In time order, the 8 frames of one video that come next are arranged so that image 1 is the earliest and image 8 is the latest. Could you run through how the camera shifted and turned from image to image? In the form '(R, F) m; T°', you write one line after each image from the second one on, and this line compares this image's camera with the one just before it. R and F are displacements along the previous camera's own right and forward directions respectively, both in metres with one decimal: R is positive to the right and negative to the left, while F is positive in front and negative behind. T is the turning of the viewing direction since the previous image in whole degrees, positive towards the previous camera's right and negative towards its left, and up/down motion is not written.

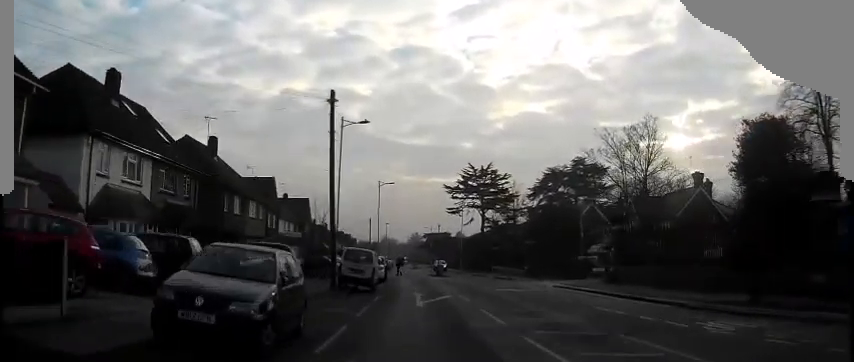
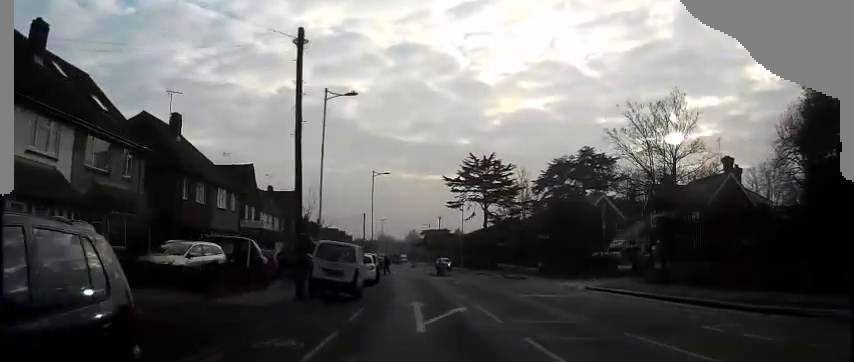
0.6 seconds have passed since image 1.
(+0.1, +6.9) m; 0°
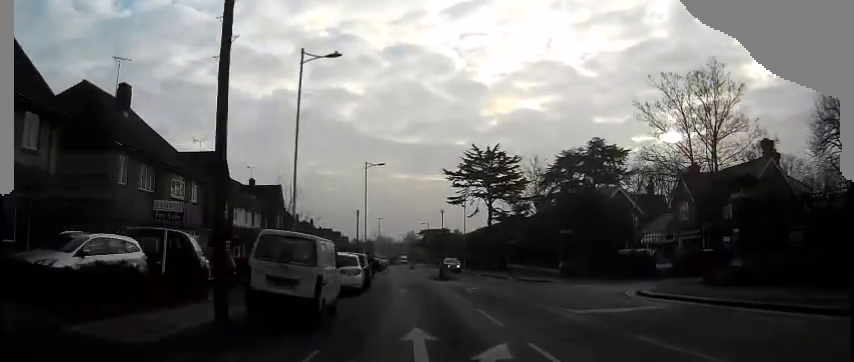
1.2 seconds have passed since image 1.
(+0.1, +7.4) m; 0°
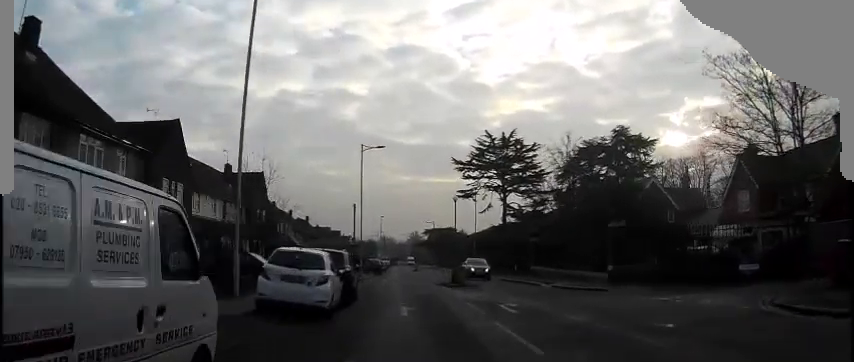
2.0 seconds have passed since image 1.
(0.0, +10.0) m; 0°
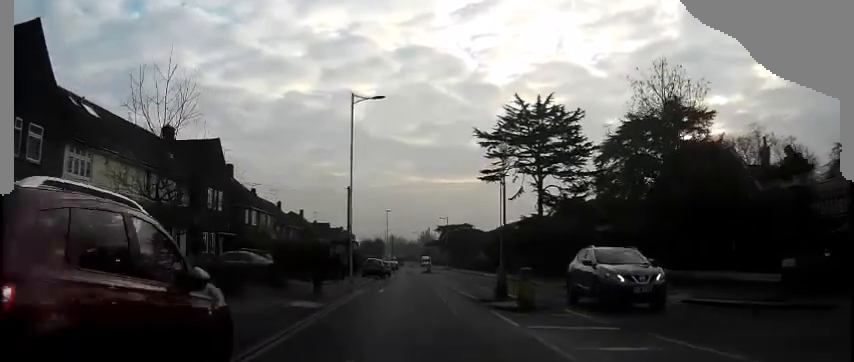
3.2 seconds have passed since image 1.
(-0.1, +15.7) m; 0°
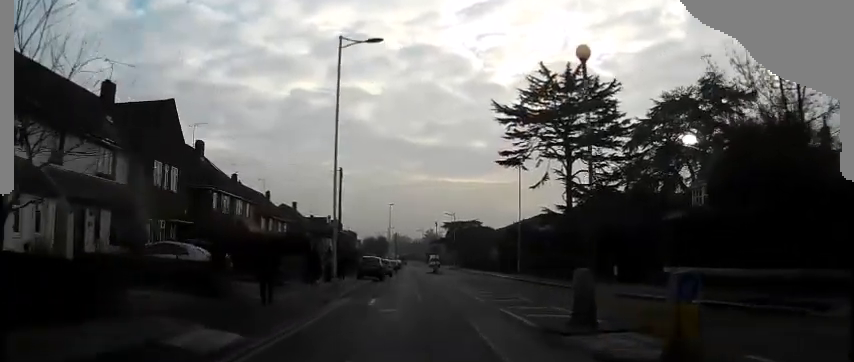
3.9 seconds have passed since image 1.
(0.0, +9.0) m; 0°
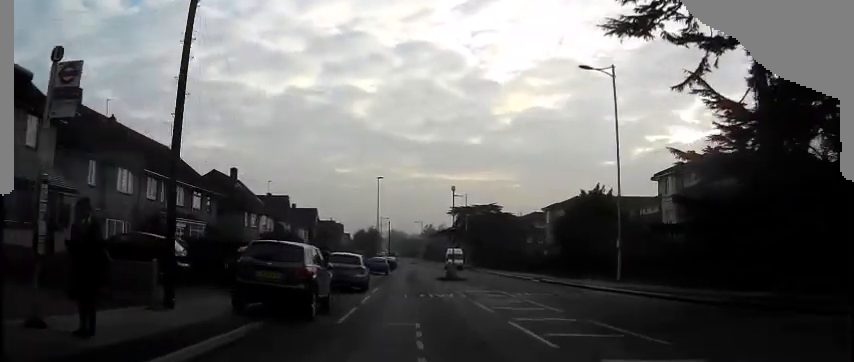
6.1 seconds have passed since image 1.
(-0.2, +29.0) m; -1°
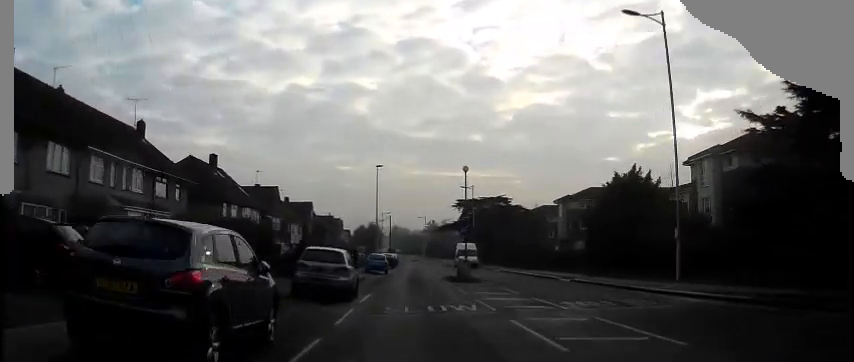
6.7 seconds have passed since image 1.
(0.0, +6.9) m; 0°
